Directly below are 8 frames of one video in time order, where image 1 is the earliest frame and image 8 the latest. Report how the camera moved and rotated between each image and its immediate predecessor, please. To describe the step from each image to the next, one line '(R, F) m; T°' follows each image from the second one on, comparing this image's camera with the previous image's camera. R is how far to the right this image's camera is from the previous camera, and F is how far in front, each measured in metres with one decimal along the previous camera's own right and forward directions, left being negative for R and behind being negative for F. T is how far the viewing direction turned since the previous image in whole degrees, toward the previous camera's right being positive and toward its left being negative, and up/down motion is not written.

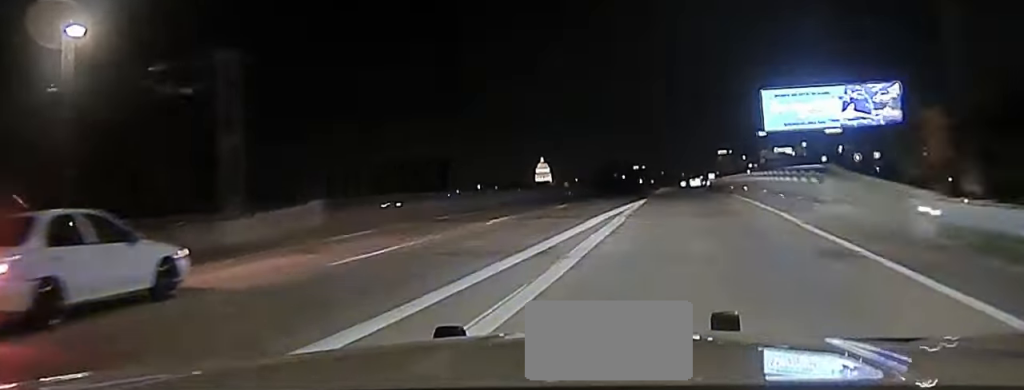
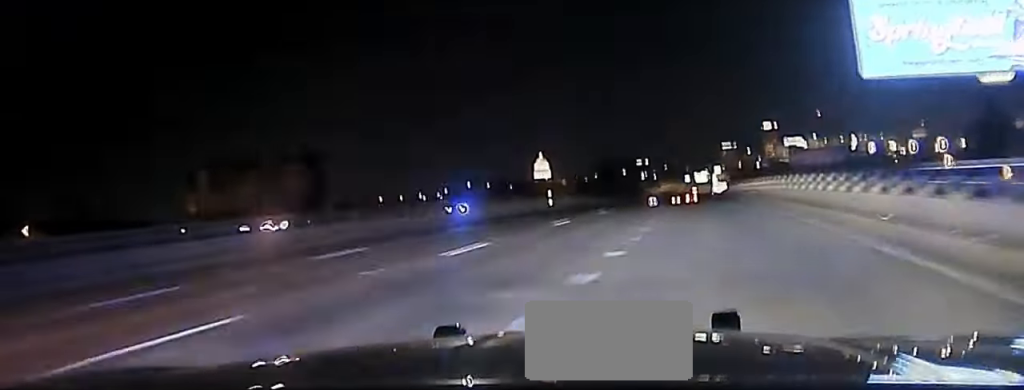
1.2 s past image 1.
(-0.4, +45.5) m; 0°
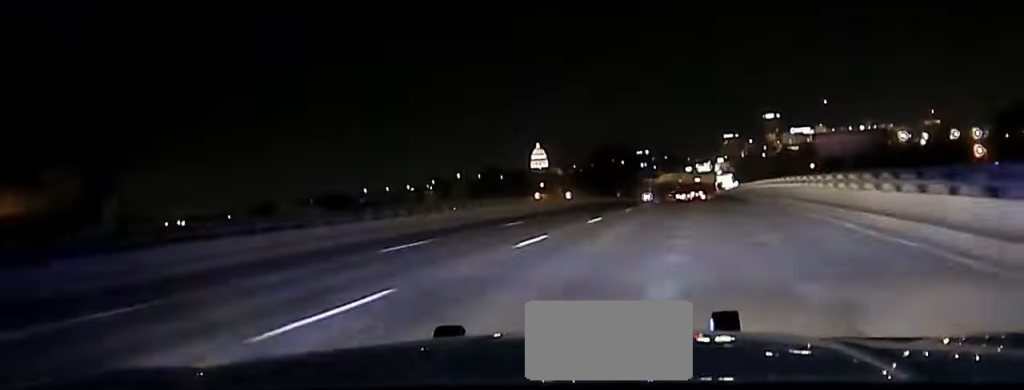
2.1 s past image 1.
(0.0, +33.3) m; 0°
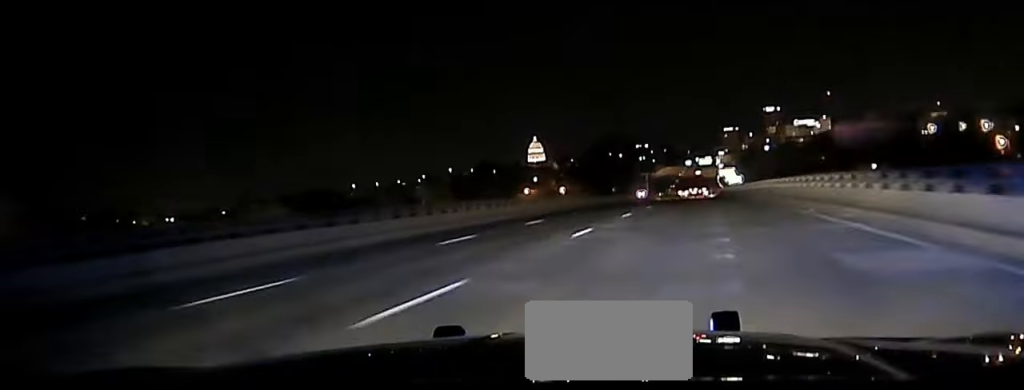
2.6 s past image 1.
(+0.1, +21.2) m; 0°
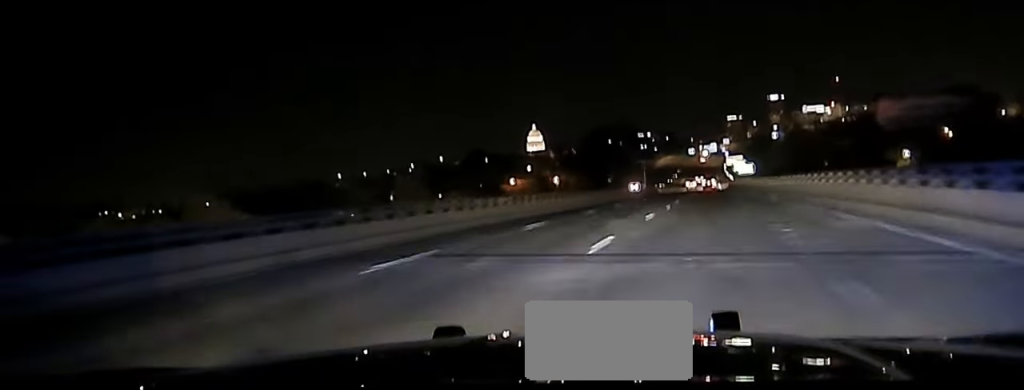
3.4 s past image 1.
(-0.1, +29.9) m; 0°
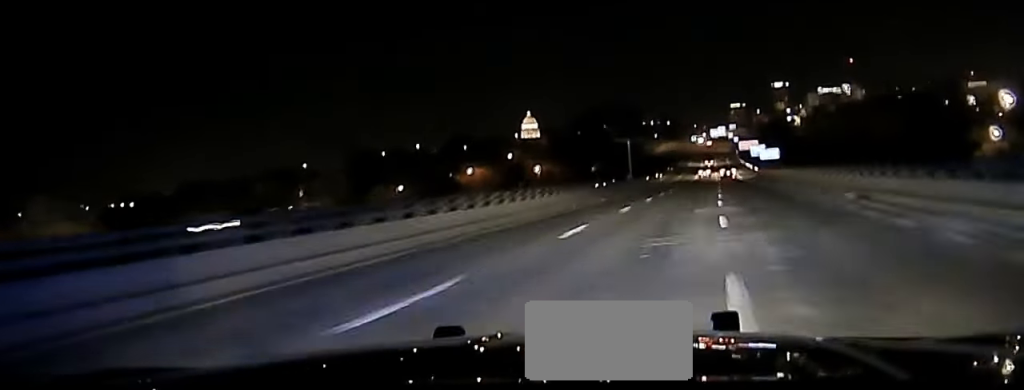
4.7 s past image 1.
(-0.2, +55.8) m; 0°
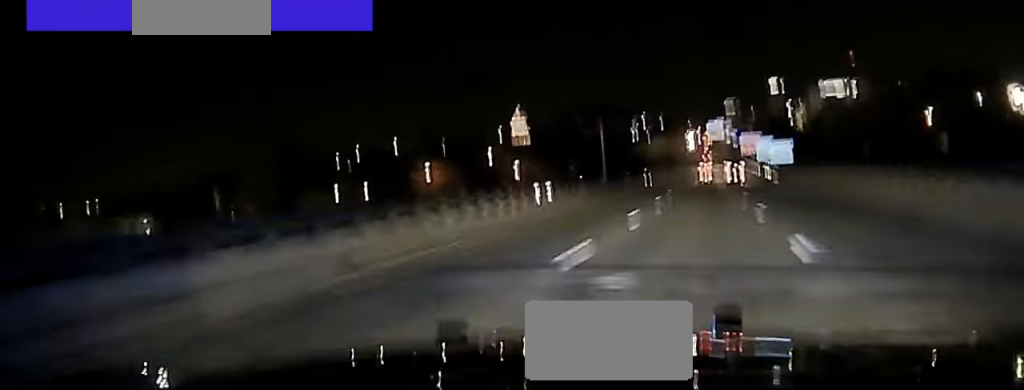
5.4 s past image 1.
(0.0, +30.0) m; 0°
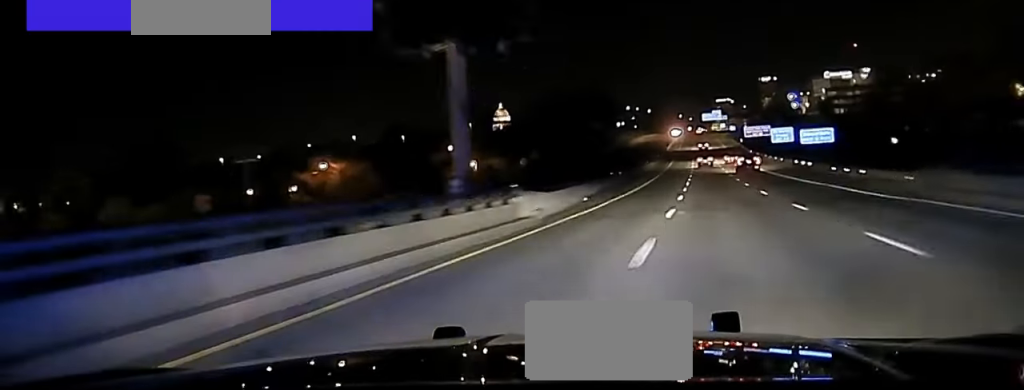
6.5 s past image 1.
(+0.4, +48.4) m; +1°
